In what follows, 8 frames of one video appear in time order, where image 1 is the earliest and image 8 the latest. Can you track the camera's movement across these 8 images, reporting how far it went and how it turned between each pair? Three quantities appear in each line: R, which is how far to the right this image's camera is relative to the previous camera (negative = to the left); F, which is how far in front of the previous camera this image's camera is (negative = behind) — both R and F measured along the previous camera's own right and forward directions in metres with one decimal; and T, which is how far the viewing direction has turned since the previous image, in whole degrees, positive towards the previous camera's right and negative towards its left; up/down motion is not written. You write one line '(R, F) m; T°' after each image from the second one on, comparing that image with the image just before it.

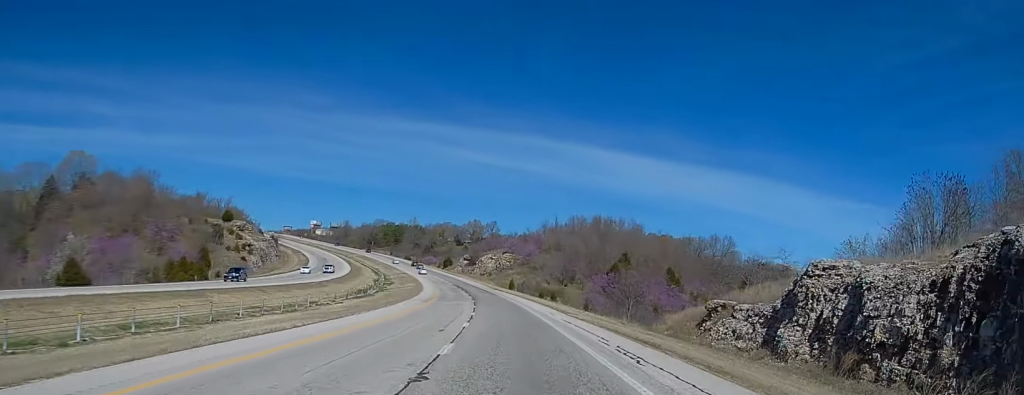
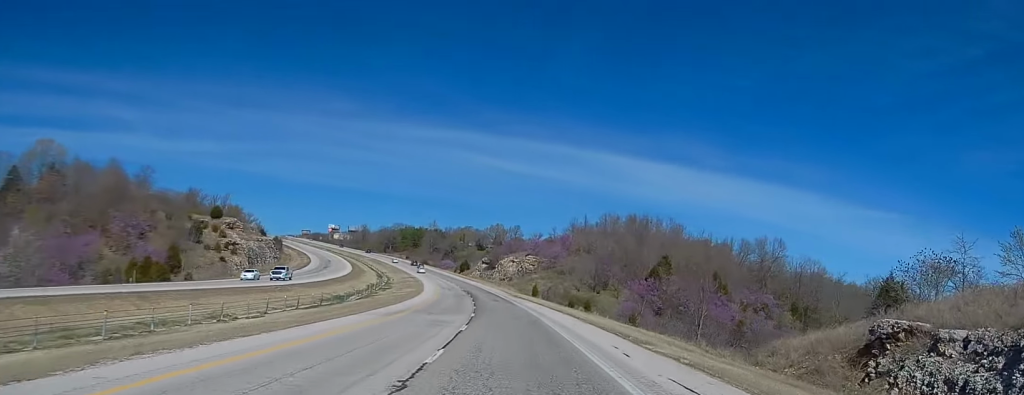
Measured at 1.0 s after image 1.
(-0.5, +26.0) m; -1°
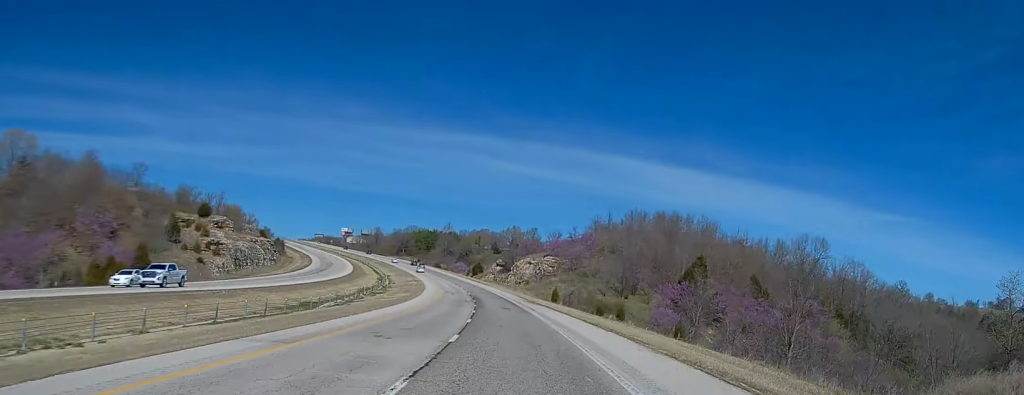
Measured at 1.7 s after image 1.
(-0.1, +18.8) m; 0°
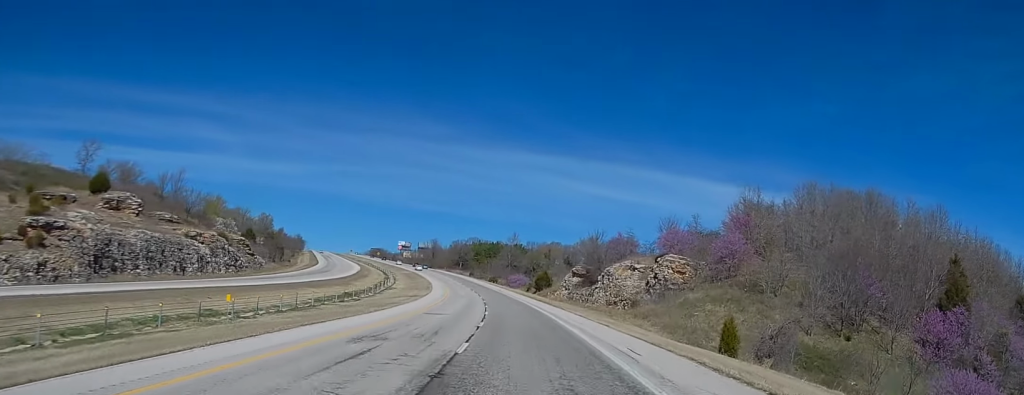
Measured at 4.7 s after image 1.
(-4.4, +76.8) m; -7°
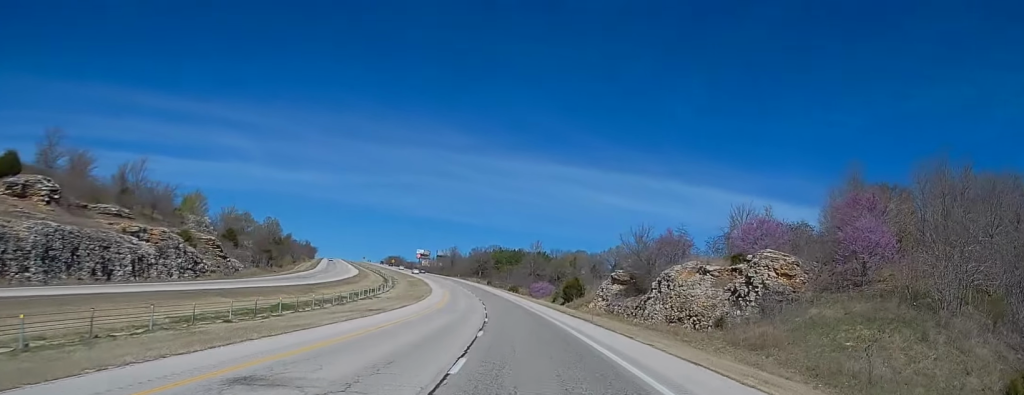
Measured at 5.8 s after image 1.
(-0.1, +28.8) m; 0°
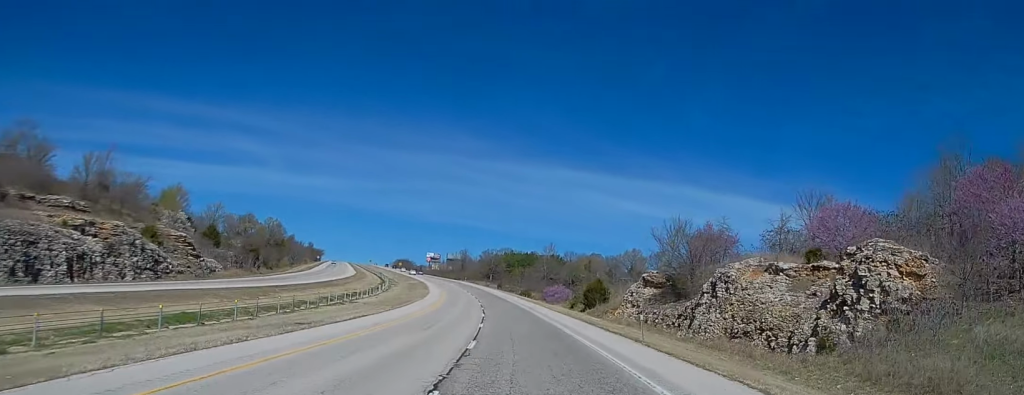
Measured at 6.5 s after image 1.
(0.0, +17.8) m; -1°
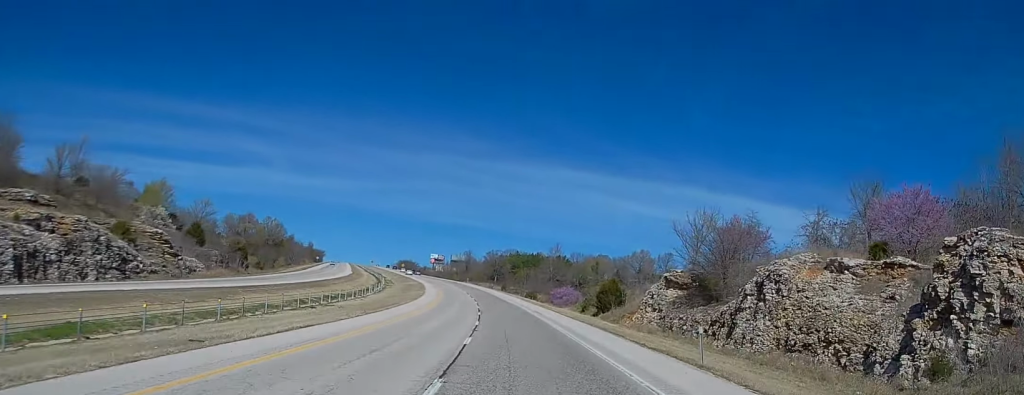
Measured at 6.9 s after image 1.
(0.0, +10.6) m; -1°
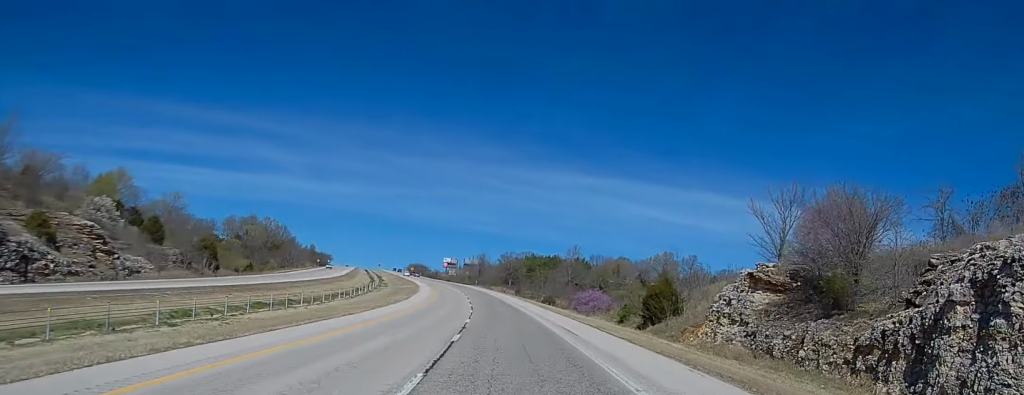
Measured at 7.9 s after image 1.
(-0.5, +24.2) m; -2°
